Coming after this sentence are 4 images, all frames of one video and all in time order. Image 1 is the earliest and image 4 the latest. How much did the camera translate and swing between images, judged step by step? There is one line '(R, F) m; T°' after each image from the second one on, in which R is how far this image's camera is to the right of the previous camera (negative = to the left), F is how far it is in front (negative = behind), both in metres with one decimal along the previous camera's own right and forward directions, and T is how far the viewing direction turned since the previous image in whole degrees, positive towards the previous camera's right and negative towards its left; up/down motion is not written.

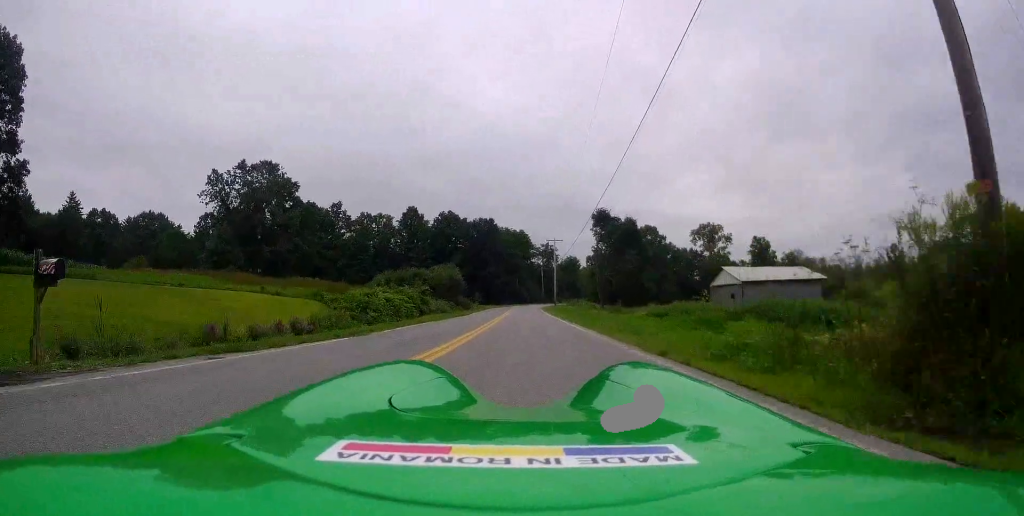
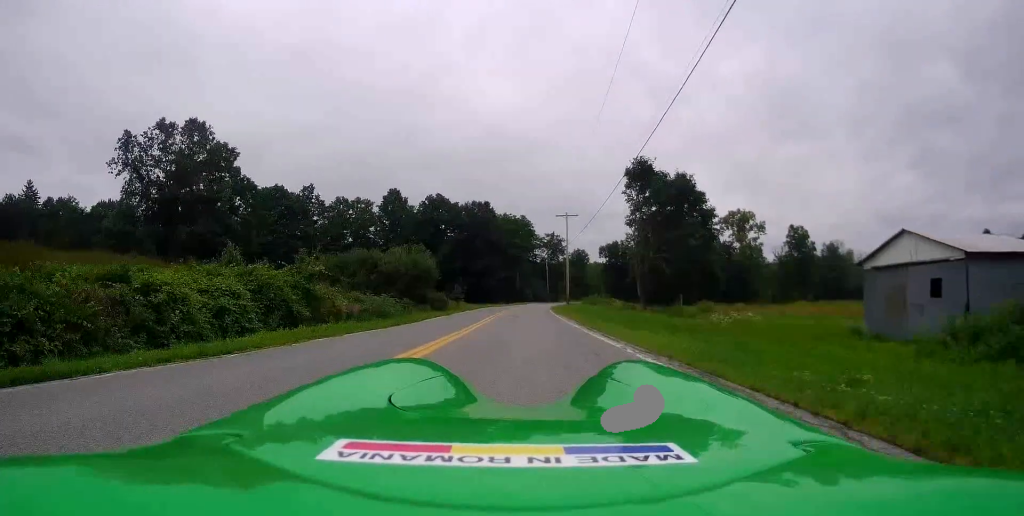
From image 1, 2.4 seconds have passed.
(-1.1, +24.2) m; -3°
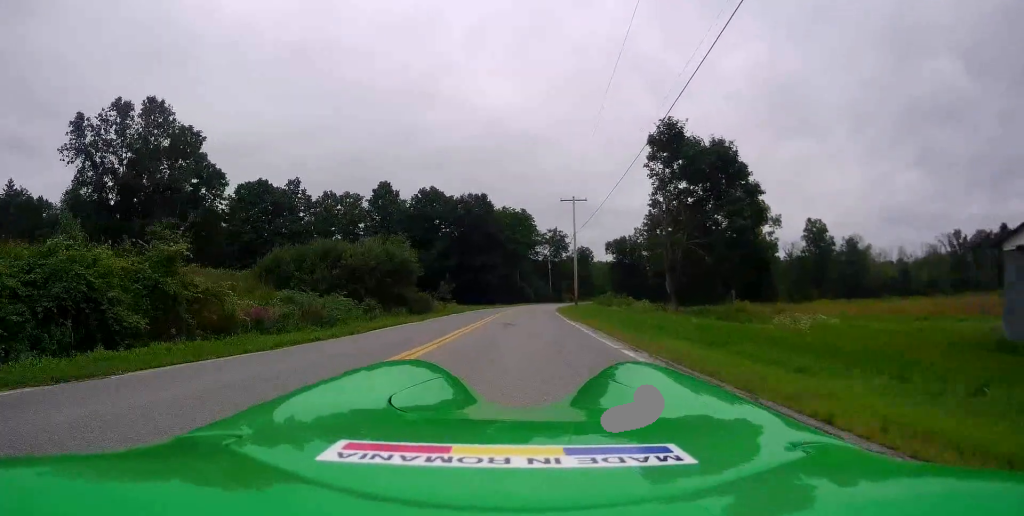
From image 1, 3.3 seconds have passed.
(0.0, +9.7) m; 0°
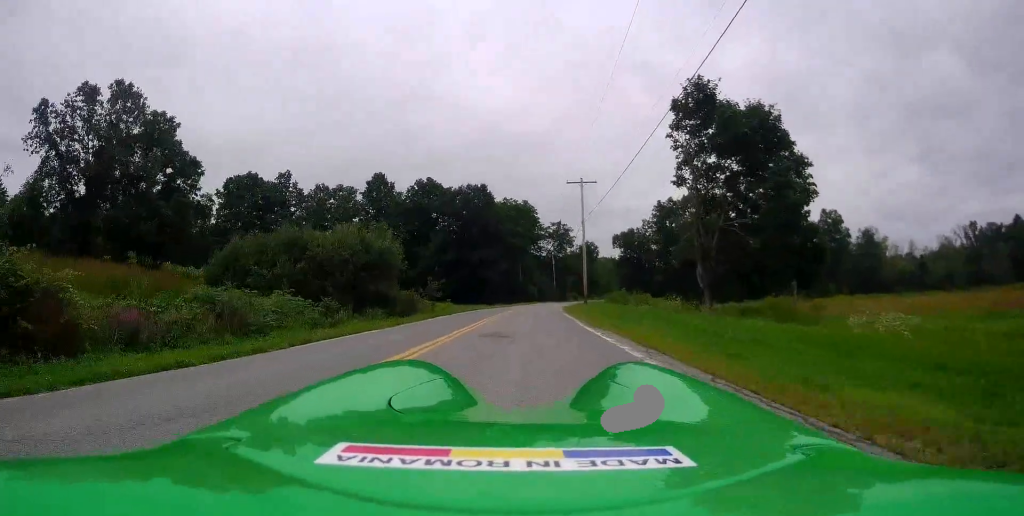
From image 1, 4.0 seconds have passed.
(0.0, +6.7) m; +2°
